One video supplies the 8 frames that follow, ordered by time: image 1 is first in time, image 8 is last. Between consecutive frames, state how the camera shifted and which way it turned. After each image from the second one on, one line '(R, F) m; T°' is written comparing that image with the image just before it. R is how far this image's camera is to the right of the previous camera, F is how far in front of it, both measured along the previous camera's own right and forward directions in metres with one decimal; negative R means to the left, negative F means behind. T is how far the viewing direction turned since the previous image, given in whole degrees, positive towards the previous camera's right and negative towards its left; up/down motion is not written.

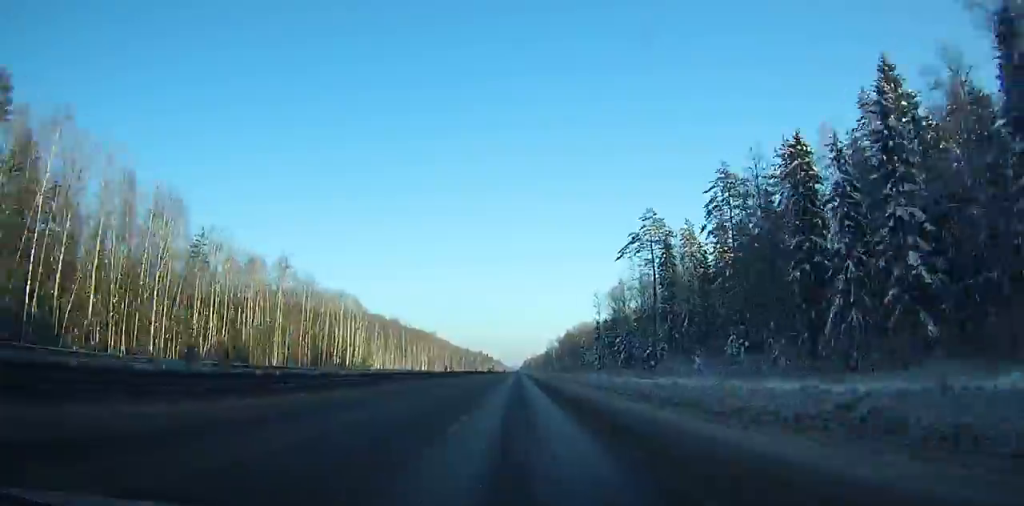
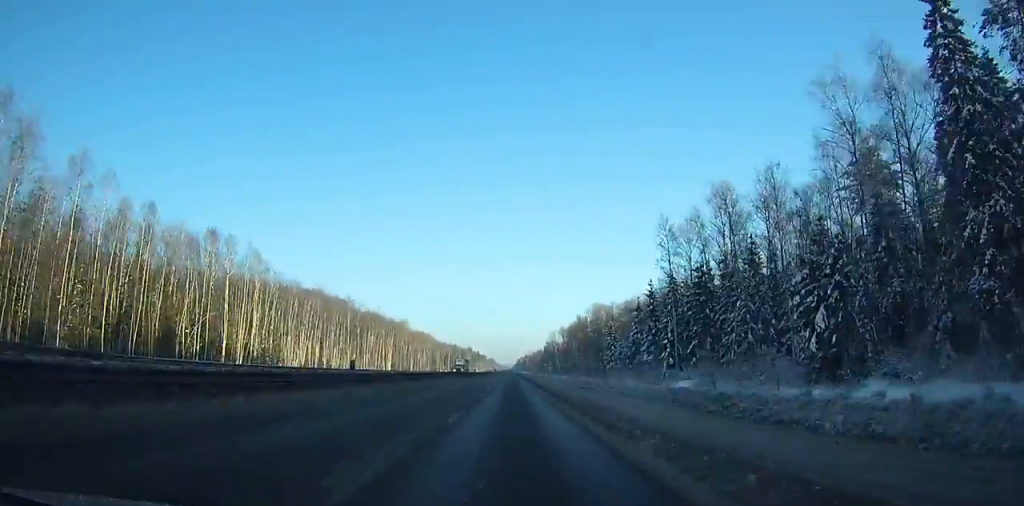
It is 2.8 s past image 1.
(-0.1, +73.6) m; 0°
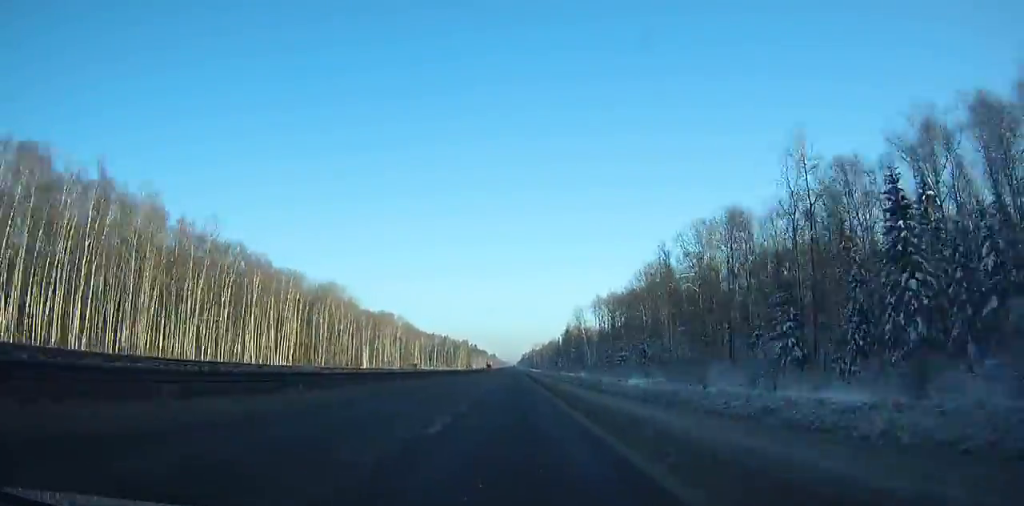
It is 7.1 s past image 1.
(-0.2, +111.5) m; 0°
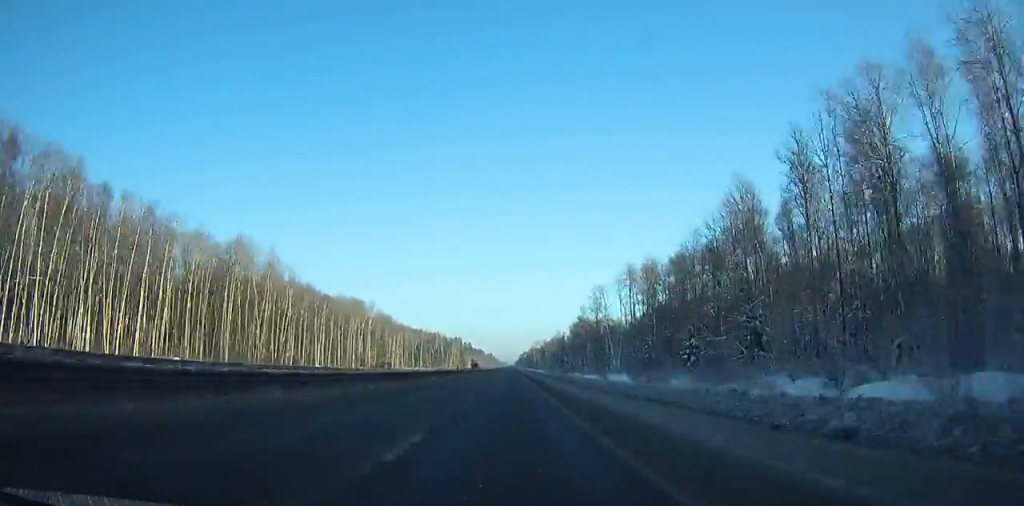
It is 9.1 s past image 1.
(0.0, +51.8) m; 0°
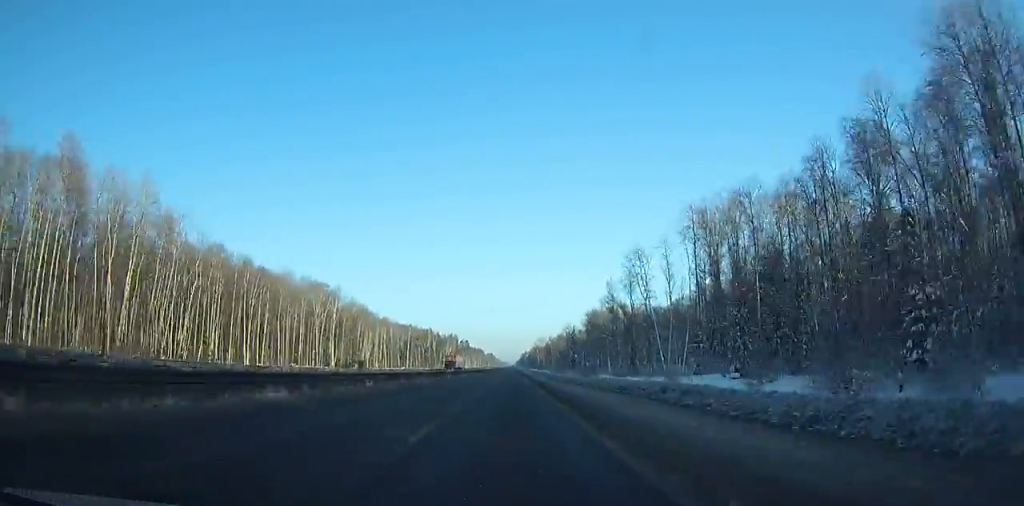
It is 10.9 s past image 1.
(0.0, +46.6) m; 0°
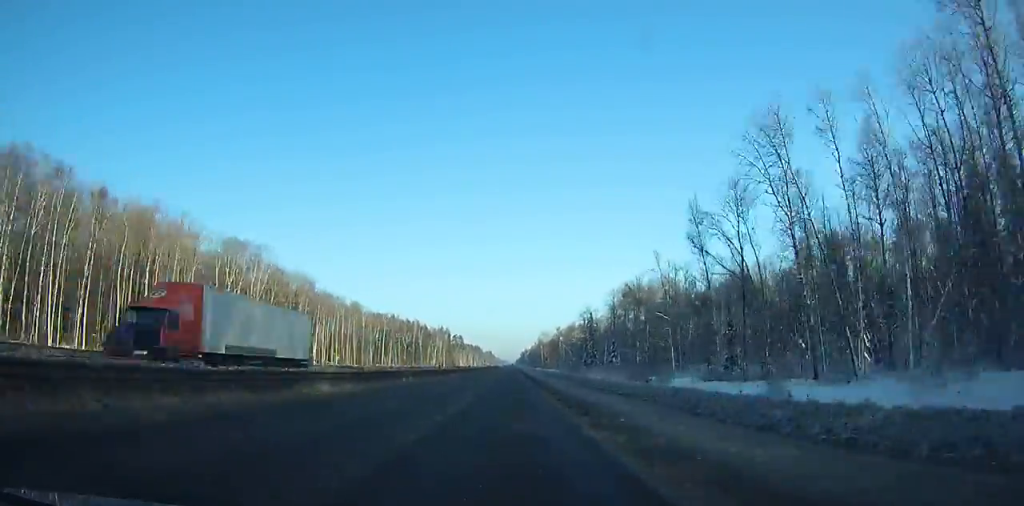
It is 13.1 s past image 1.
(+0.2, +57.4) m; 0°
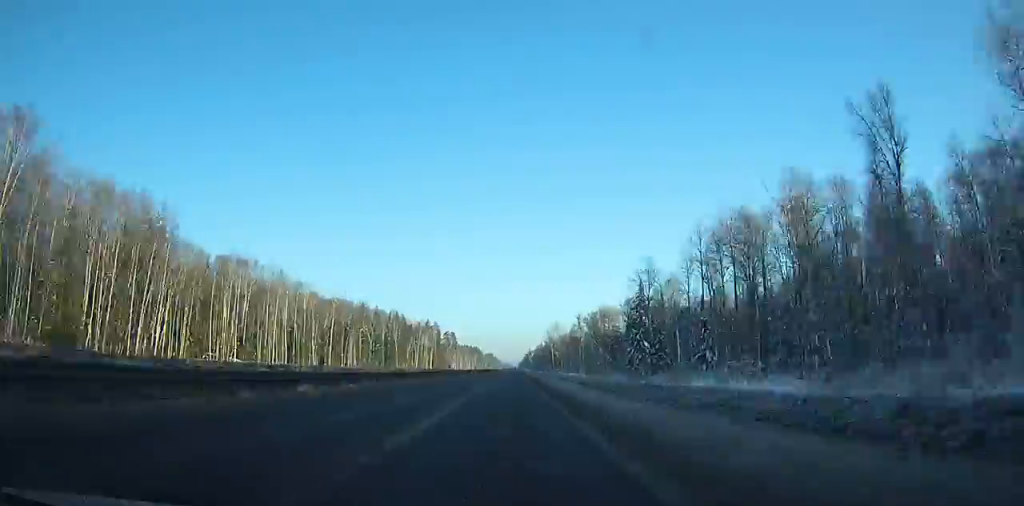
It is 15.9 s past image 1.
(-0.2, +73.8) m; 0°
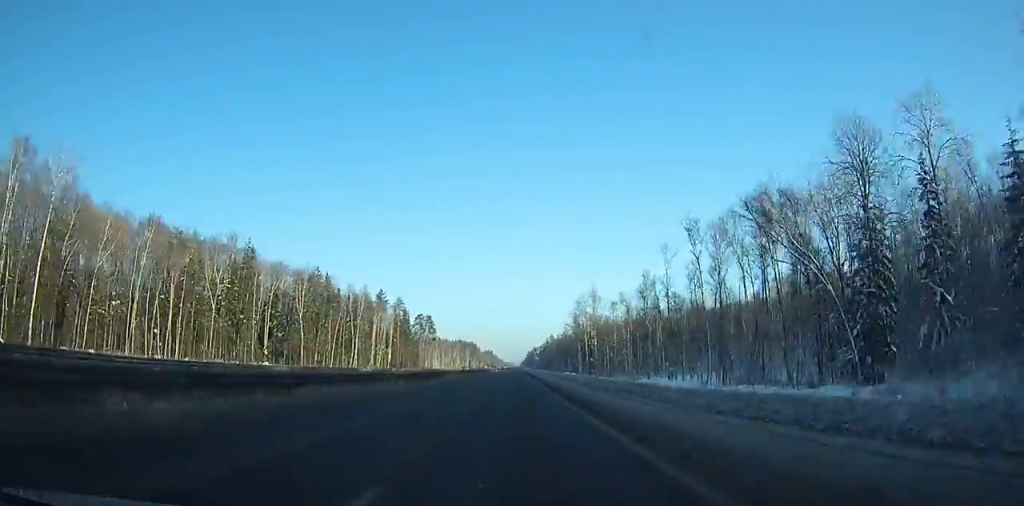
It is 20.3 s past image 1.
(-0.7, +117.4) m; 0°
